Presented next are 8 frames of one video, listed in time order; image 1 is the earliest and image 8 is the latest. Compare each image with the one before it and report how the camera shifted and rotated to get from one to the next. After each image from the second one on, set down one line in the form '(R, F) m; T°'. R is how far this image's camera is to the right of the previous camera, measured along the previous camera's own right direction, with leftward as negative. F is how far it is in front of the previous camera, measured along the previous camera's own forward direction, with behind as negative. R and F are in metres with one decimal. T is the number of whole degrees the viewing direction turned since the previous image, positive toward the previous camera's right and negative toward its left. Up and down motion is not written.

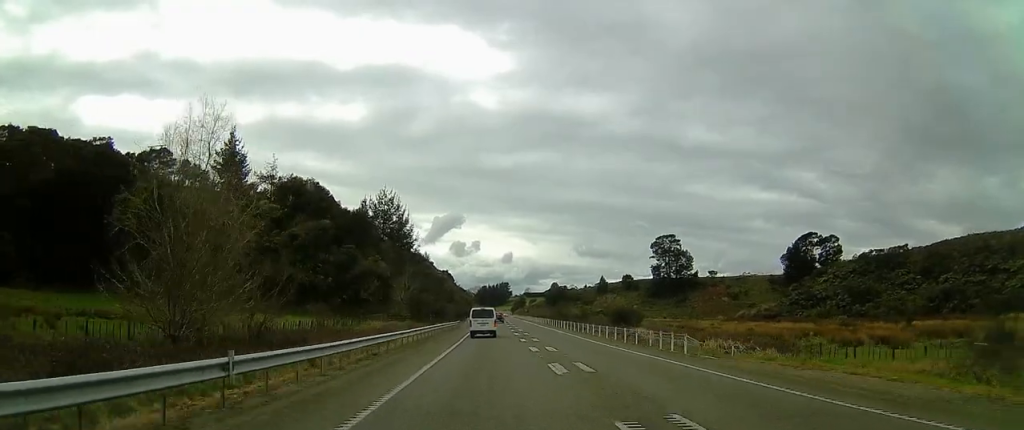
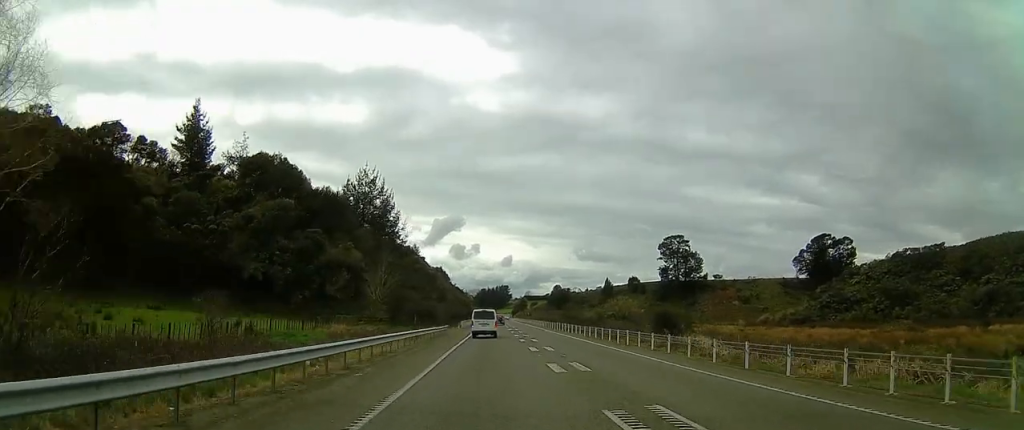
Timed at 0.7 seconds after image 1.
(-0.5, +19.1) m; -1°
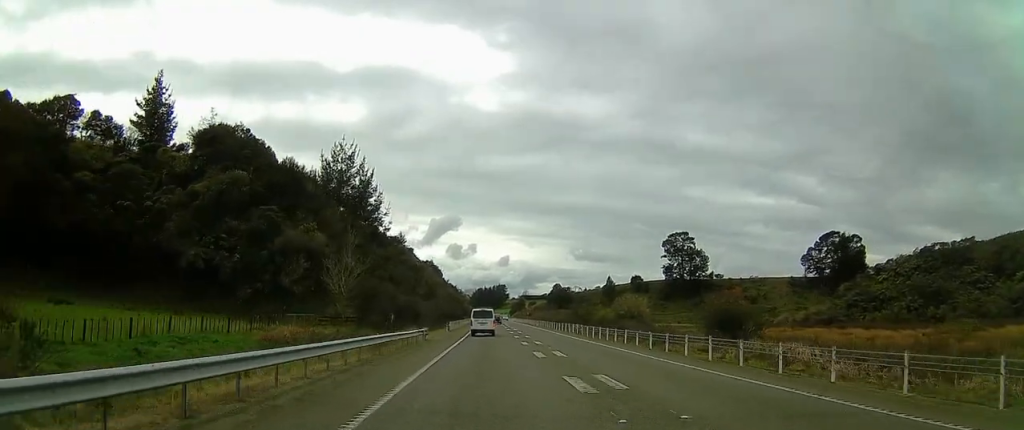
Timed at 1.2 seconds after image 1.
(-0.1, +15.2) m; 0°
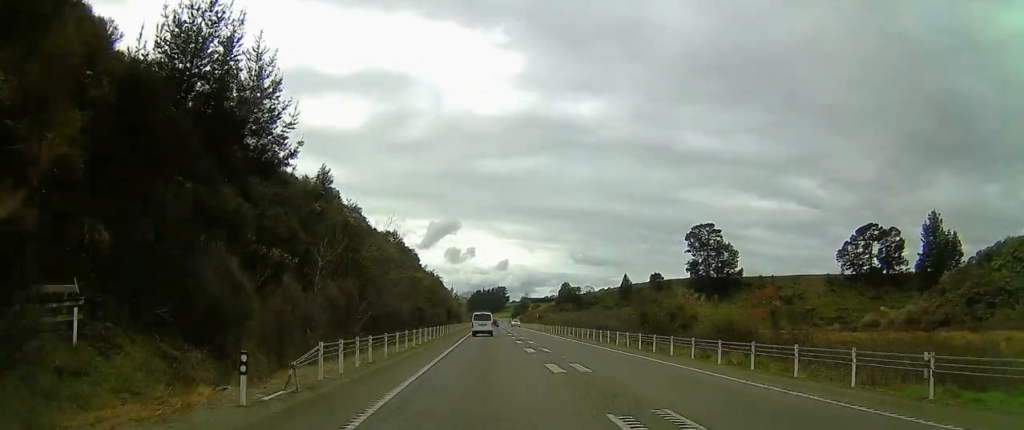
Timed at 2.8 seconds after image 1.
(+1.6, +46.0) m; +2°
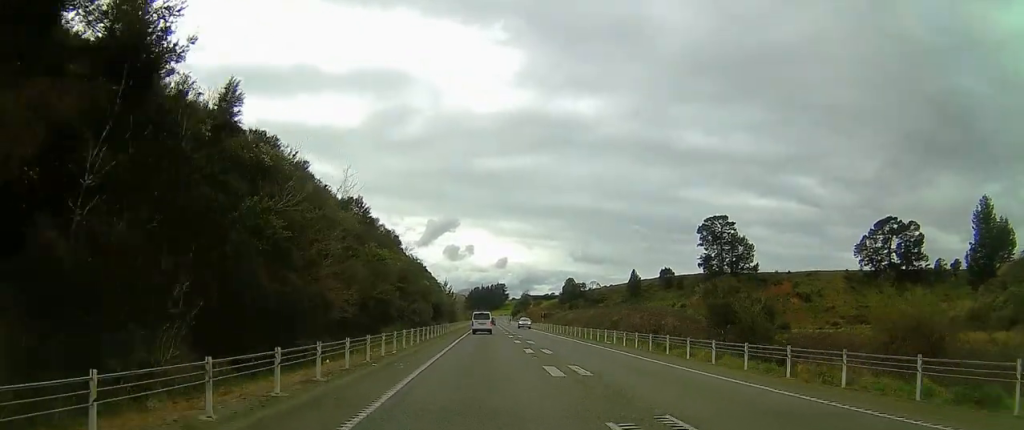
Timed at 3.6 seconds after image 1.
(-0.7, +20.5) m; 0°
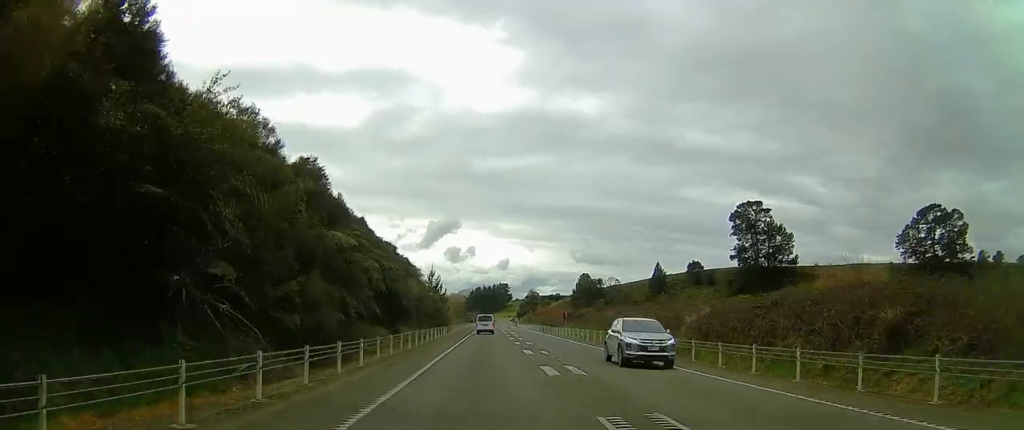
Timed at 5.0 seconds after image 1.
(+0.7, +39.2) m; 0°
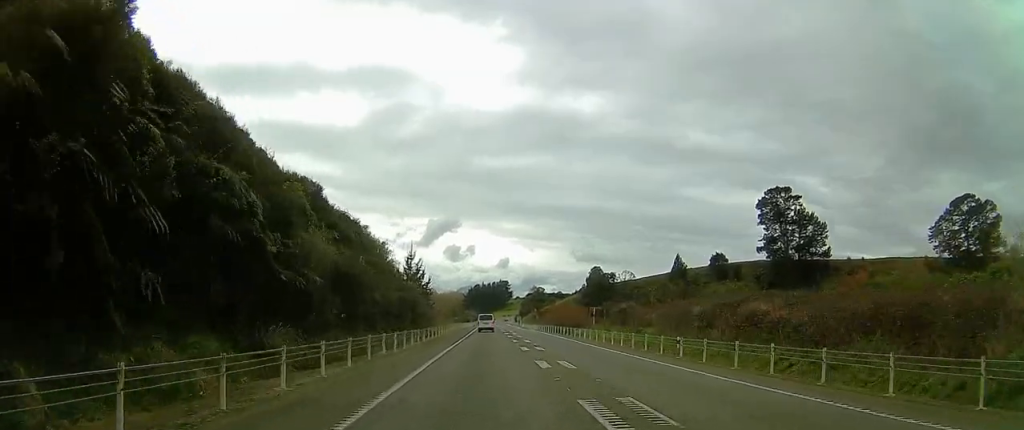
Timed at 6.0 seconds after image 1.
(-1.0, +28.1) m; 0°
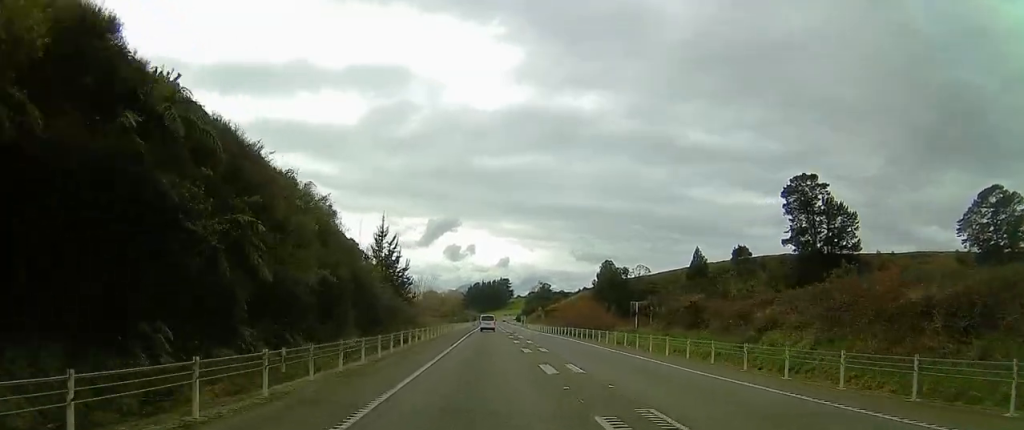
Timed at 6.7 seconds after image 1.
(+0.9, +21.7) m; 0°
